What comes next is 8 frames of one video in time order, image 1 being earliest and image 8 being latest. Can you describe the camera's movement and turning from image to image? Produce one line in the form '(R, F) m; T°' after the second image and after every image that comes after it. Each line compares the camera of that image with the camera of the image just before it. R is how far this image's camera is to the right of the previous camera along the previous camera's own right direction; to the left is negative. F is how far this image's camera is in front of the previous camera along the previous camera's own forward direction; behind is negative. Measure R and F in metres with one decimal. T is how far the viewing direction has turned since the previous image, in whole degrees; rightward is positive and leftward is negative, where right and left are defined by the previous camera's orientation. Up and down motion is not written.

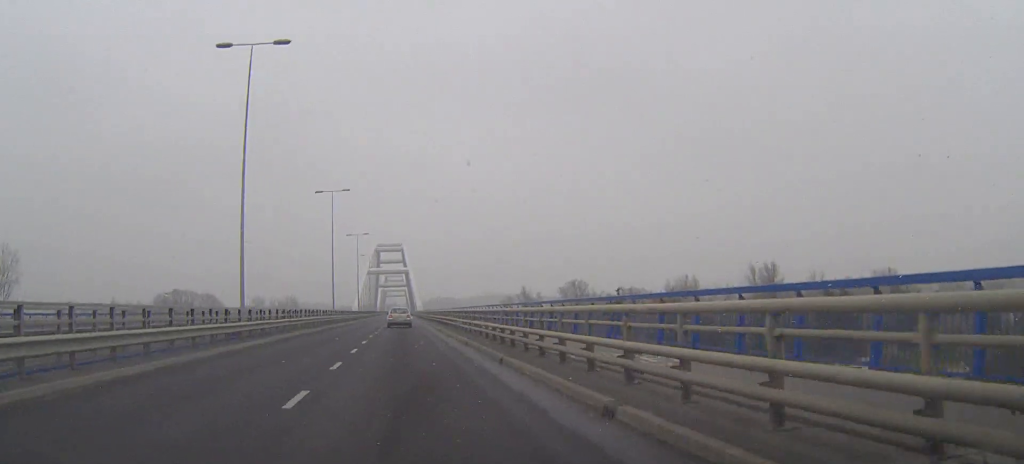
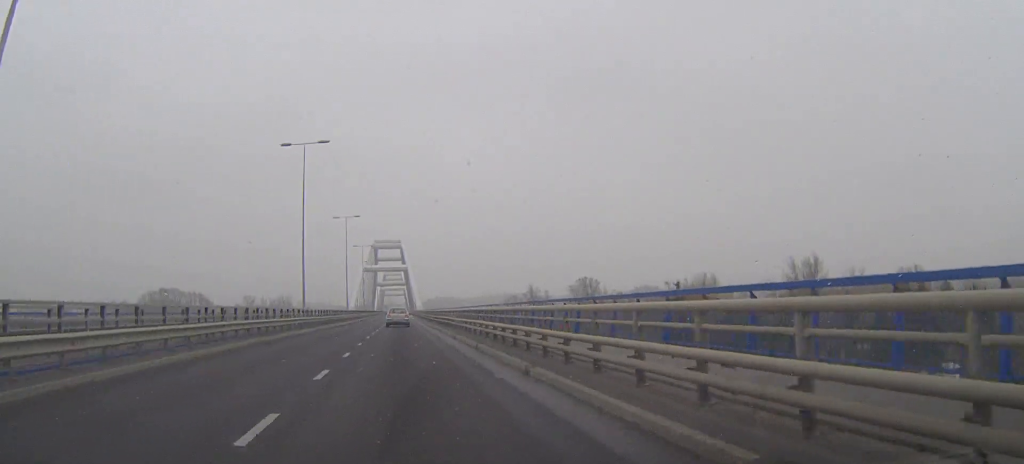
(0.0, +20.4) m; 0°
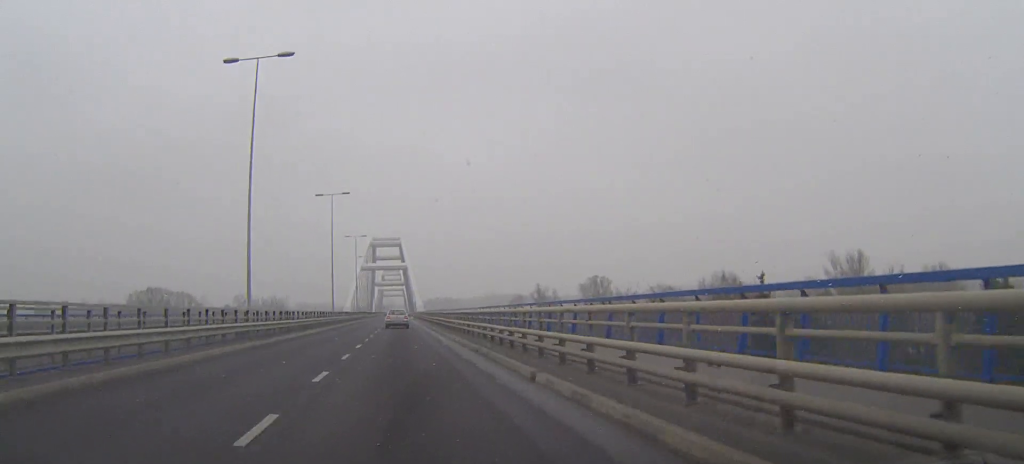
(0.0, +18.0) m; 0°
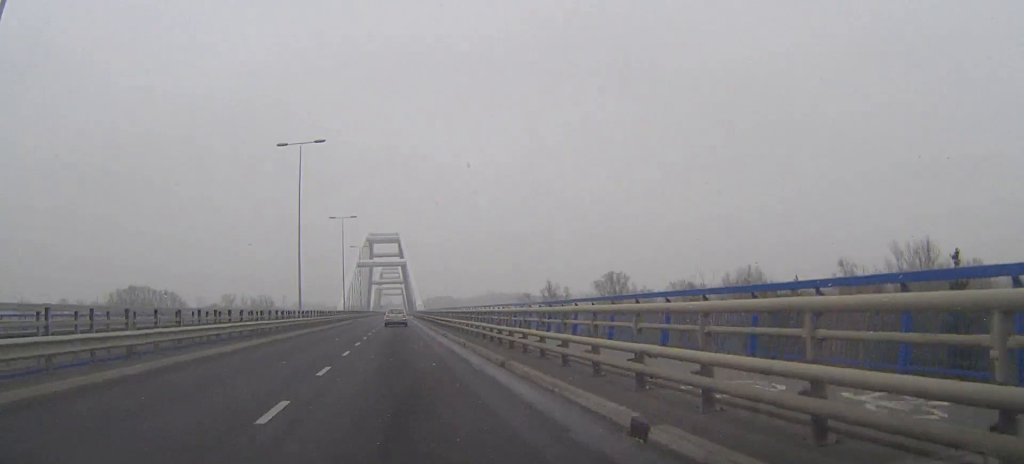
(0.0, +22.1) m; 0°
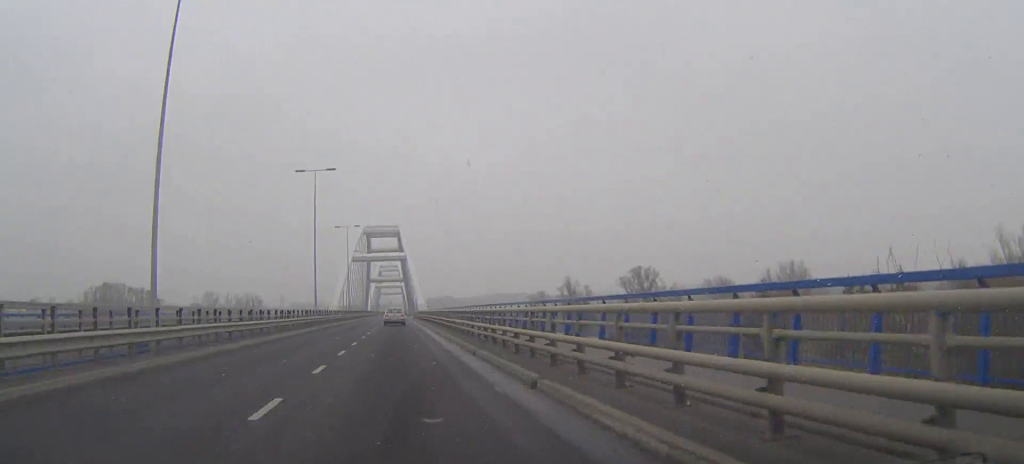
(+0.1, +29.5) m; 0°
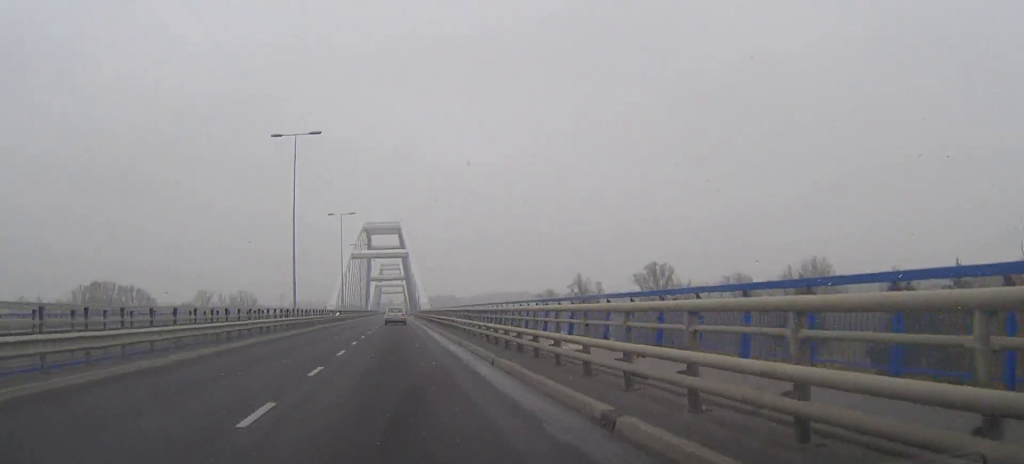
(0.0, +12.4) m; 0°
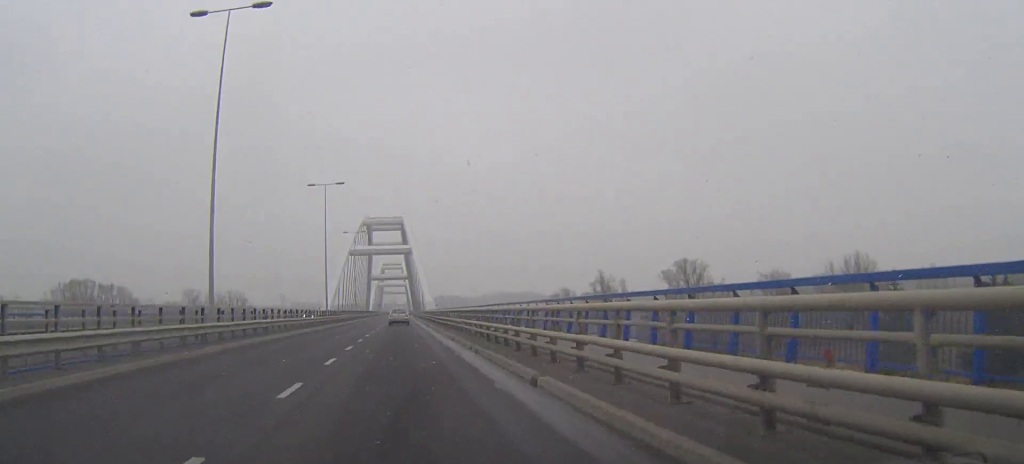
(0.0, +21.5) m; 0°
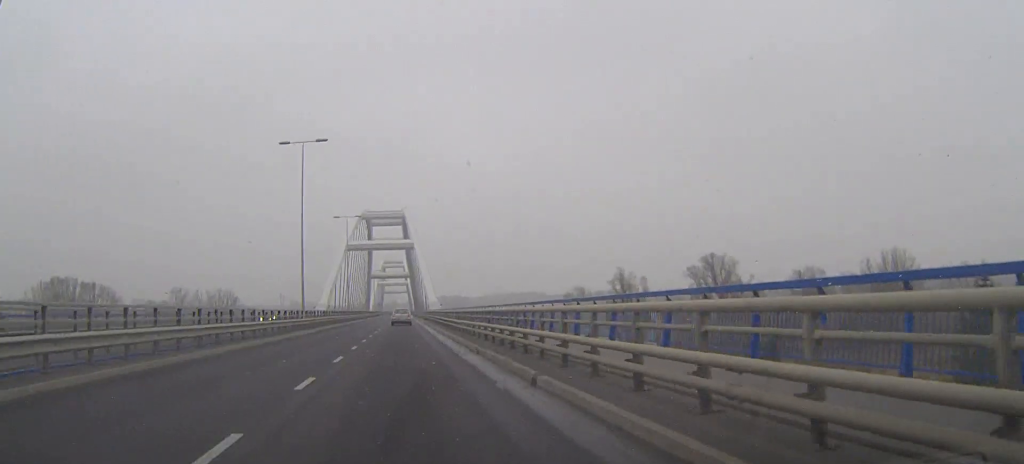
(0.0, +16.6) m; 0°
